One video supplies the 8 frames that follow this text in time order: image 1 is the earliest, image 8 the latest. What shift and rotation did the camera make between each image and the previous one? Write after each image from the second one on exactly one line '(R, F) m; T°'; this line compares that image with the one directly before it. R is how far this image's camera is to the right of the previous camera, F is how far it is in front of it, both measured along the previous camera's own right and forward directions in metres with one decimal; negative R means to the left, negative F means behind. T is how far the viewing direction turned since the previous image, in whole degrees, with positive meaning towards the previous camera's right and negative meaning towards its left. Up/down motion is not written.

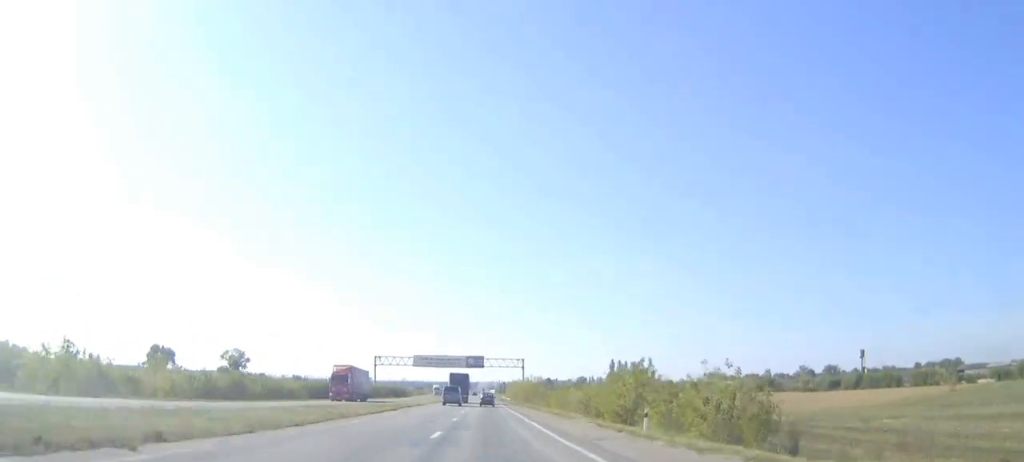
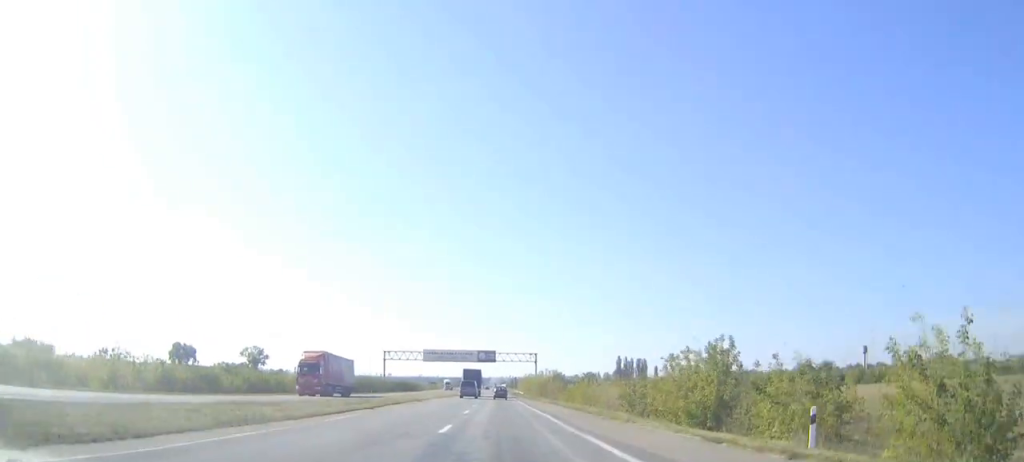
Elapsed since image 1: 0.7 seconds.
(+0.1, +18.4) m; 0°
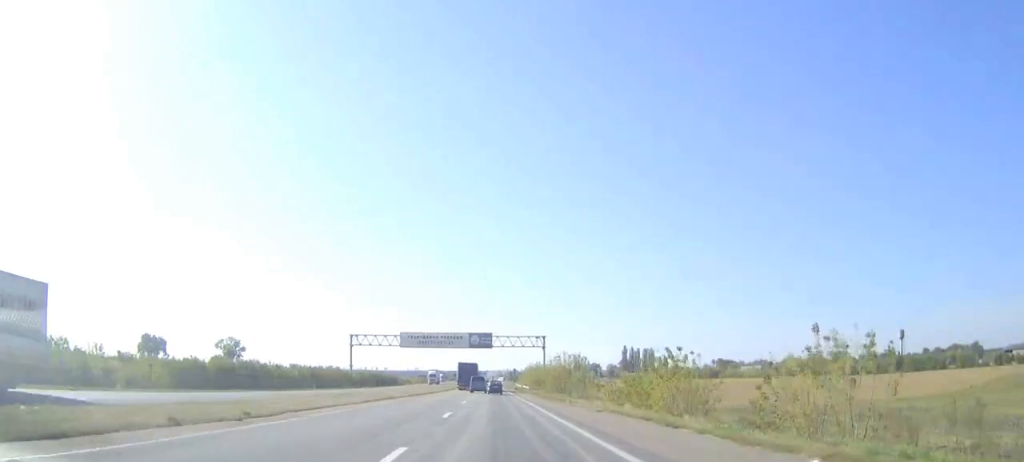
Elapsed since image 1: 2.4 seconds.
(0.0, +41.9) m; 0°
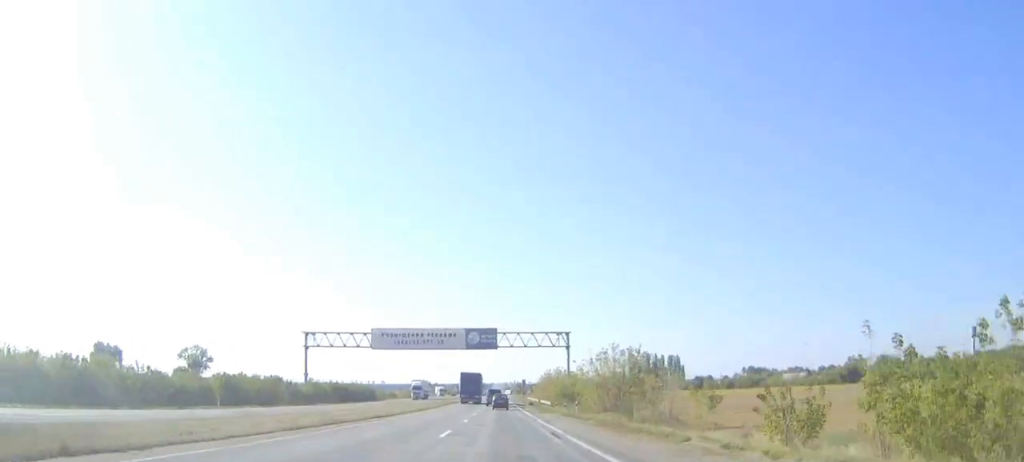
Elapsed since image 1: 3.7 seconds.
(-0.1, +32.7) m; 0°
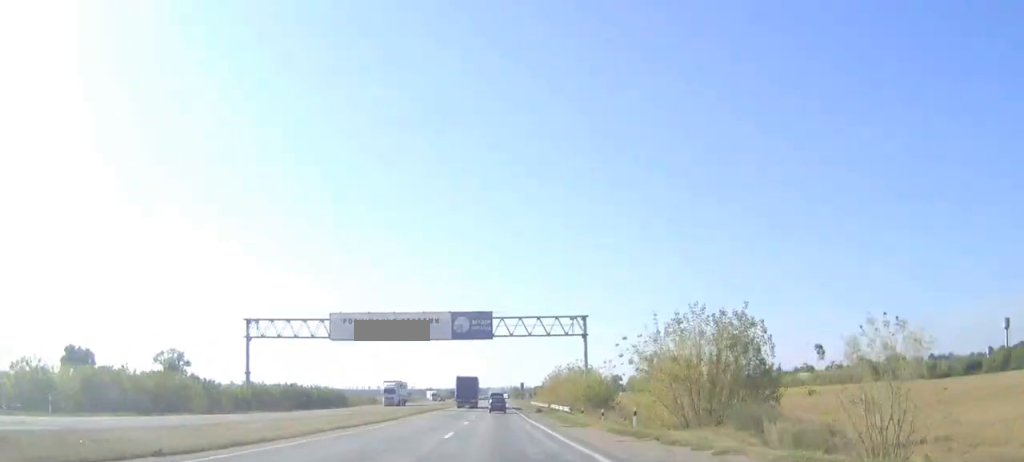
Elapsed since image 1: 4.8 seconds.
(0.0, +27.8) m; 0°
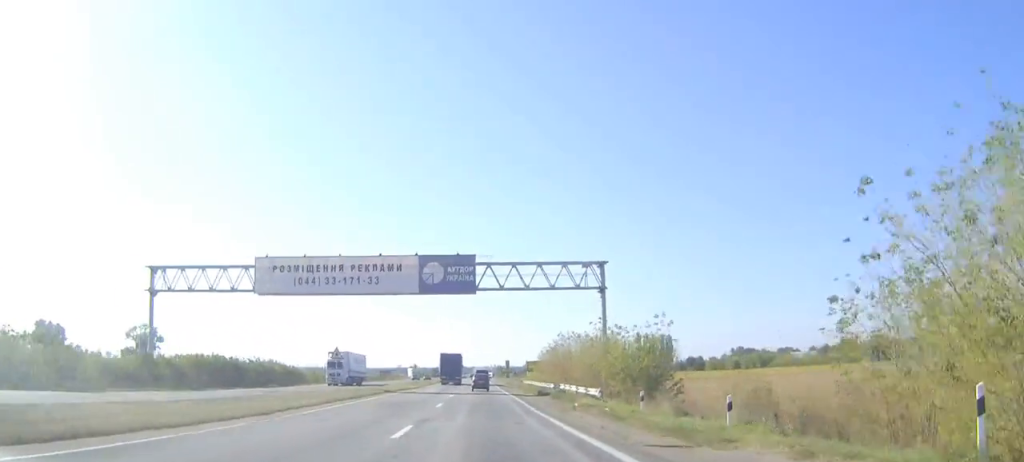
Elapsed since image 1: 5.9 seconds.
(0.0, +27.0) m; 0°
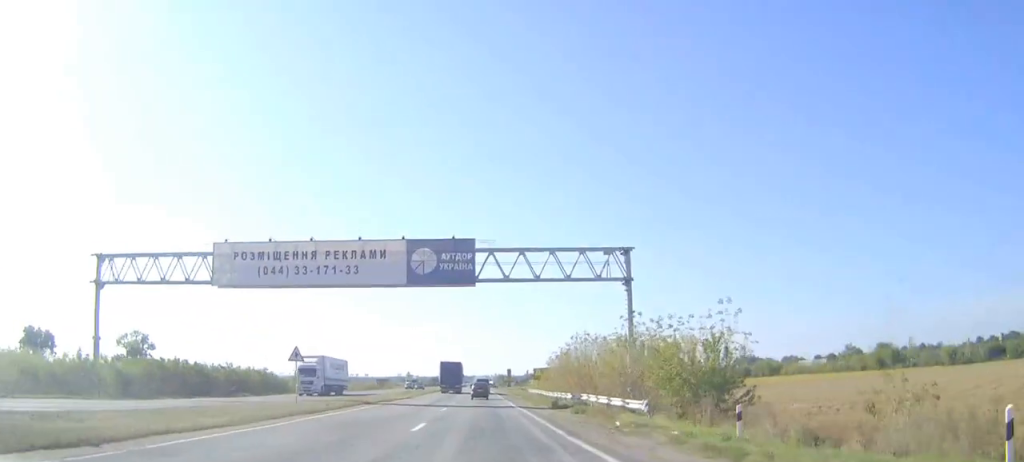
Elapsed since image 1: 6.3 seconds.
(0.0, +11.0) m; 0°
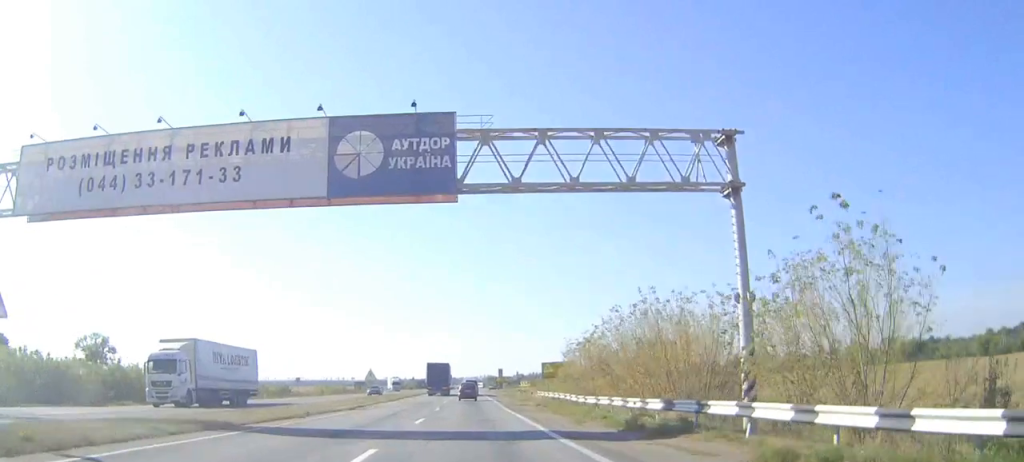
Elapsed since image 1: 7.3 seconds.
(0.0, +24.6) m; 0°
